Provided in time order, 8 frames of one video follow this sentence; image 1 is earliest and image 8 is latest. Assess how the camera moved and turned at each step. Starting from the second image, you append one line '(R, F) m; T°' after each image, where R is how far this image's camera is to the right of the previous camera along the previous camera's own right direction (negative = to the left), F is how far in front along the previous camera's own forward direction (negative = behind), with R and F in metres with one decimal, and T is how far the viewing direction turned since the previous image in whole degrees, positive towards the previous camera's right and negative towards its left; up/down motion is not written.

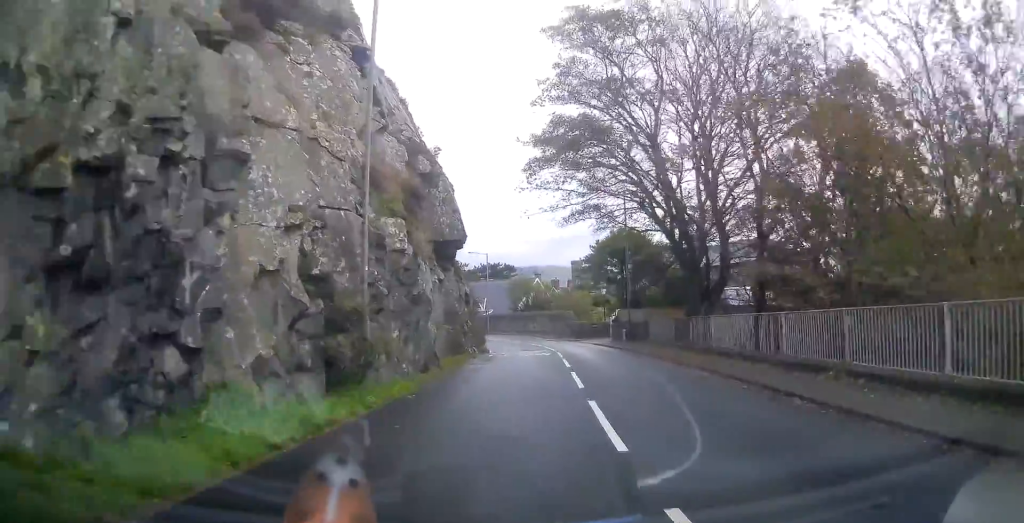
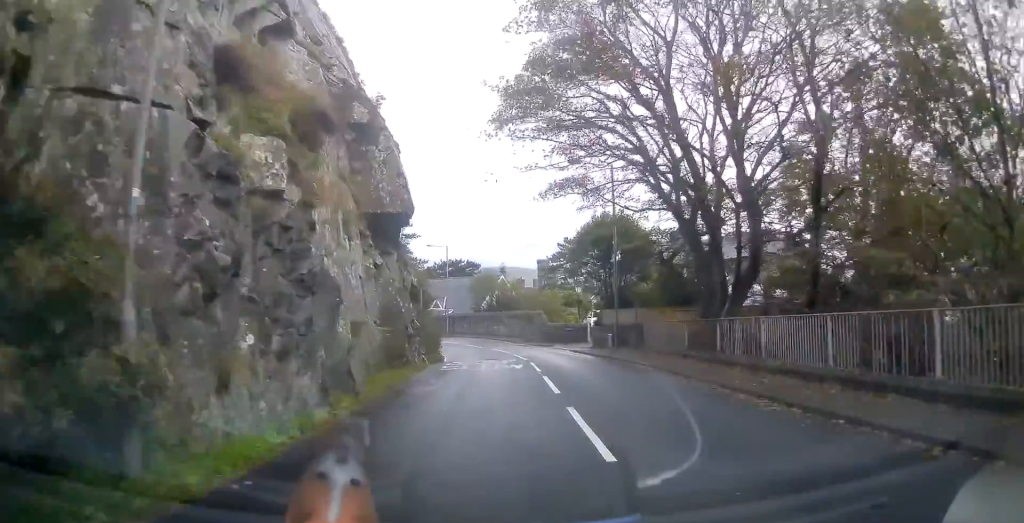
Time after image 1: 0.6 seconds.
(+0.4, +6.4) m; +2°
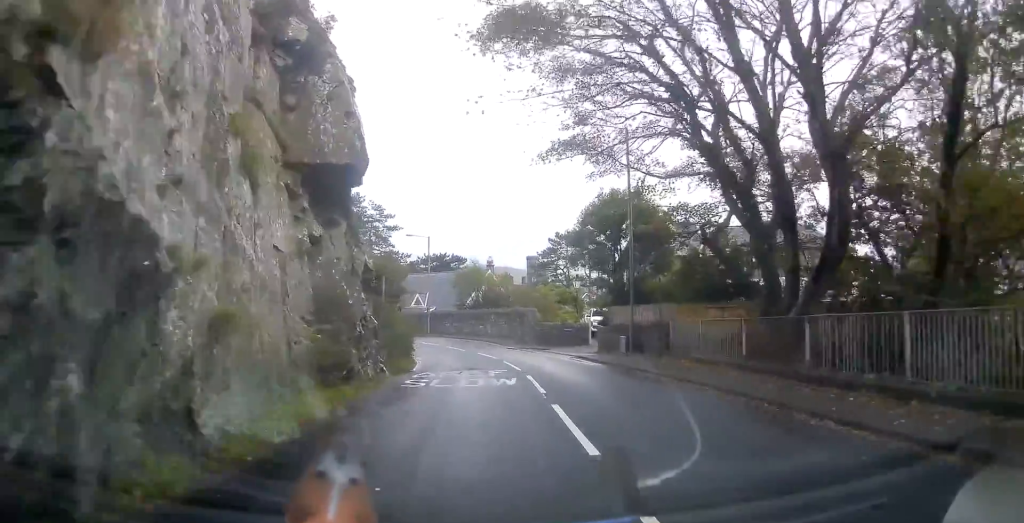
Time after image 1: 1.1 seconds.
(+0.1, +5.7) m; +1°
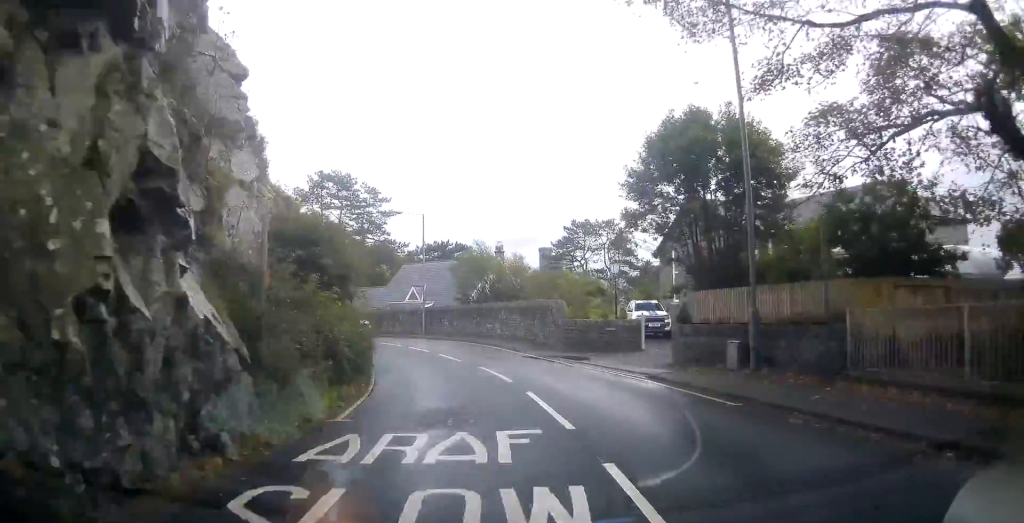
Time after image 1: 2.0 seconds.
(0.0, +10.2) m; -3°
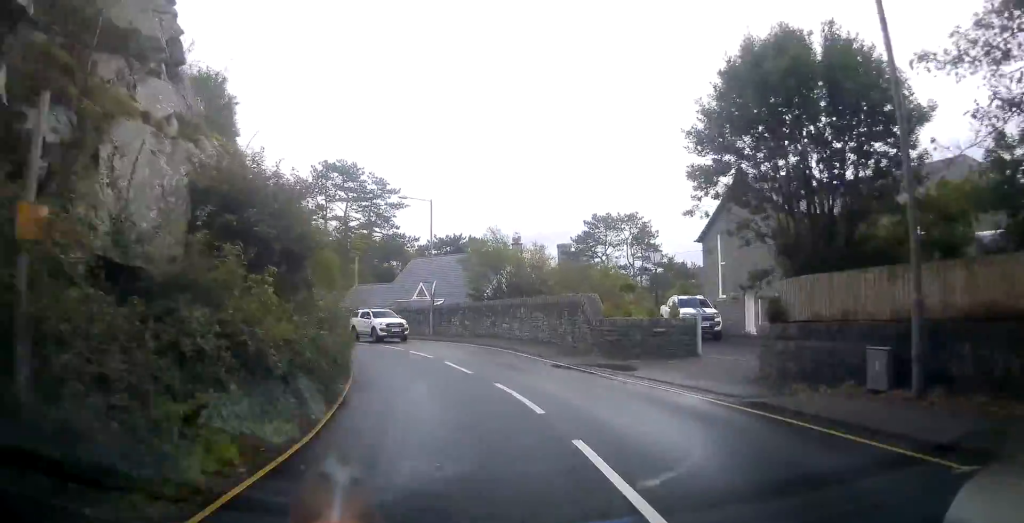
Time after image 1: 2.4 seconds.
(-0.2, +4.8) m; -3°
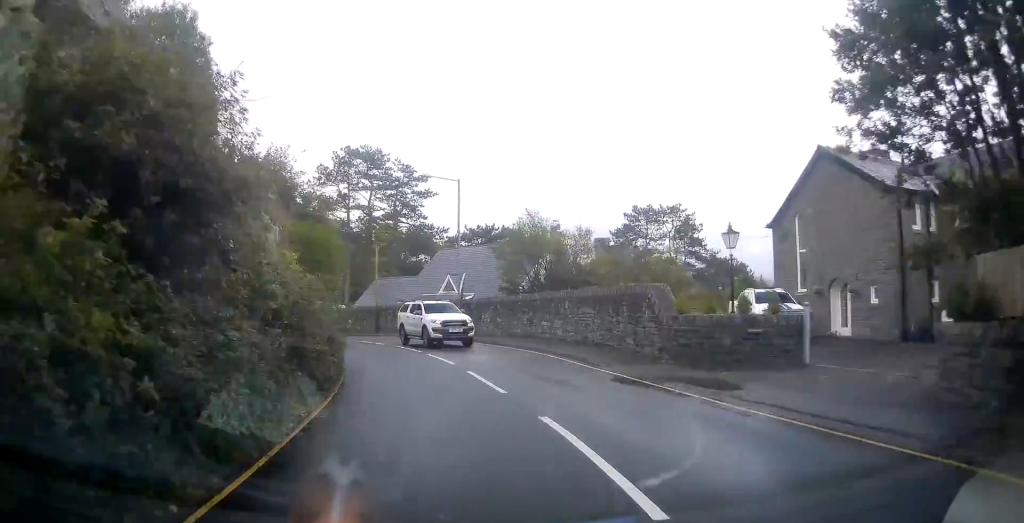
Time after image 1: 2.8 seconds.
(0.0, +4.8) m; -3°
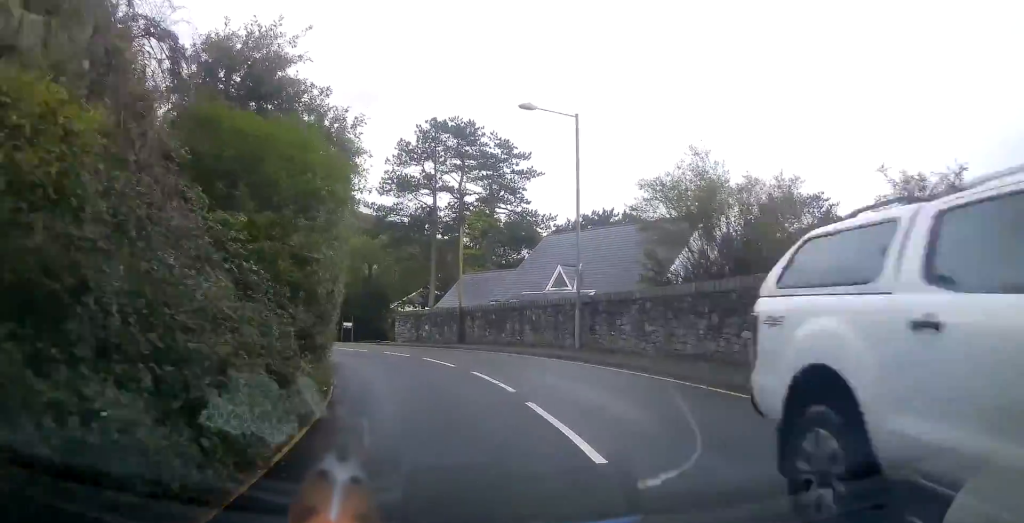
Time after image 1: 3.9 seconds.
(-0.6, +11.3) m; -10°
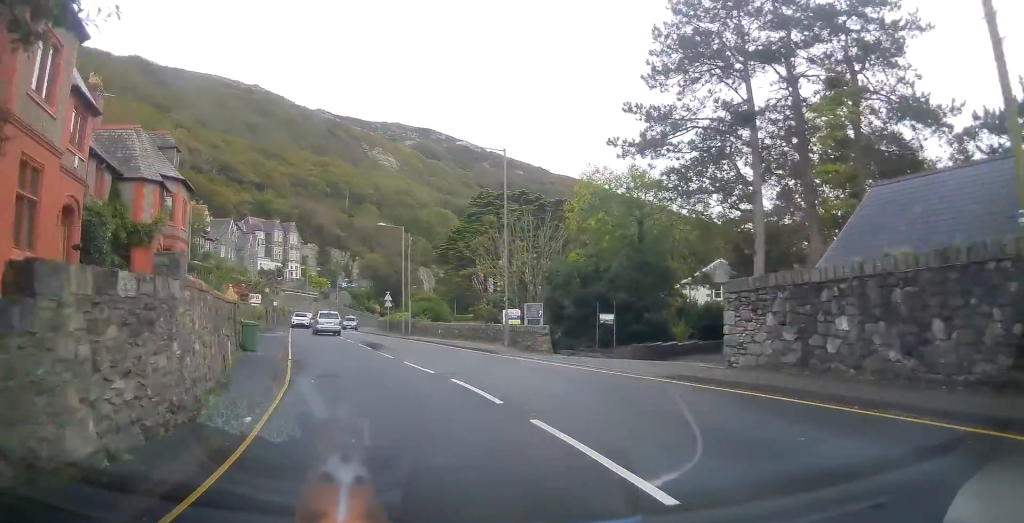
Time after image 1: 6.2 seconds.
(-4.6, +24.0) m; -21°
